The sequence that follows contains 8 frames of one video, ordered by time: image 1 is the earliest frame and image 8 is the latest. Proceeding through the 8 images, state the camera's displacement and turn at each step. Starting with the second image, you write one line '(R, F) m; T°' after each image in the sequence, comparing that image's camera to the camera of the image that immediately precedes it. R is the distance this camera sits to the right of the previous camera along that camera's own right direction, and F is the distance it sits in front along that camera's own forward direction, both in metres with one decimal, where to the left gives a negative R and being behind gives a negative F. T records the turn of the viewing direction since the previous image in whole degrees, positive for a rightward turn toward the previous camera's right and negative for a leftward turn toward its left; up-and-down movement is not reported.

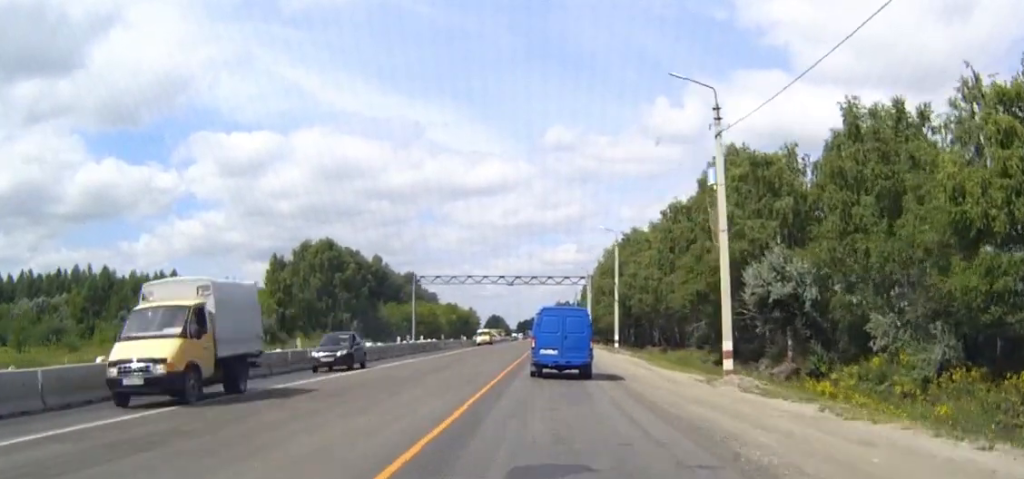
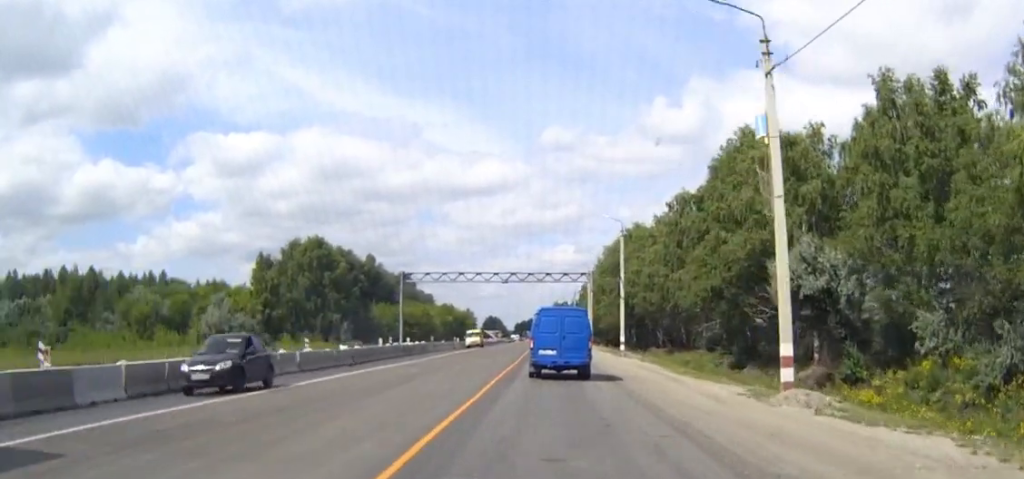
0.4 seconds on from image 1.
(0.0, +6.3) m; 0°
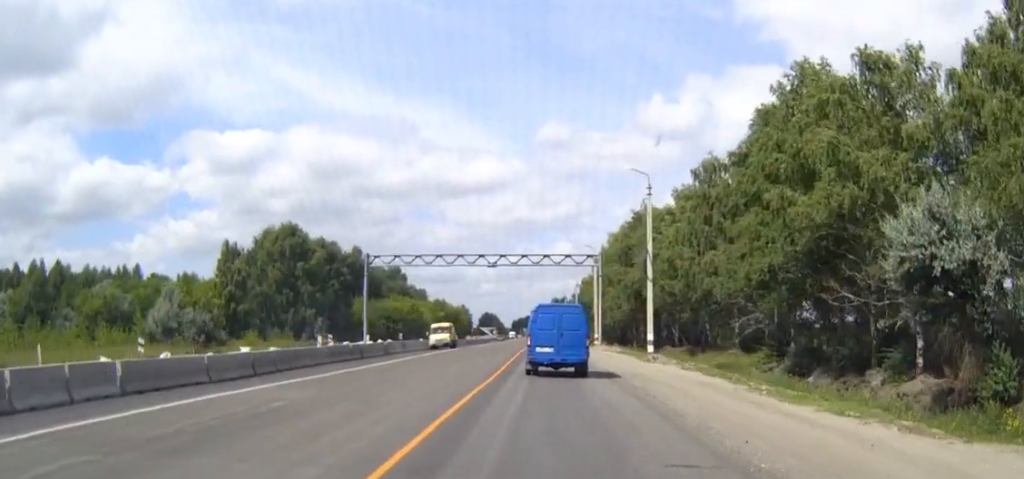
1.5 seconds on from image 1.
(+0.1, +15.6) m; 0°
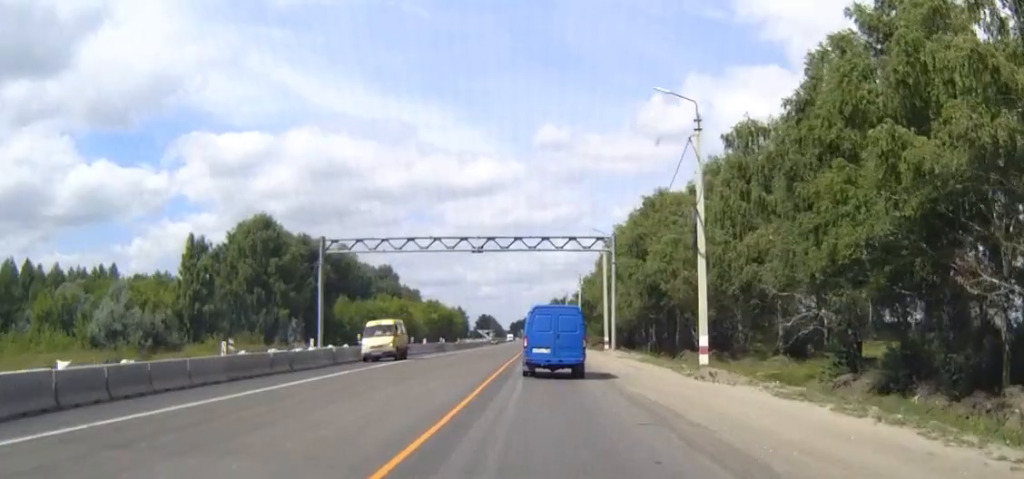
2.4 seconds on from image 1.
(0.0, +13.6) m; 0°
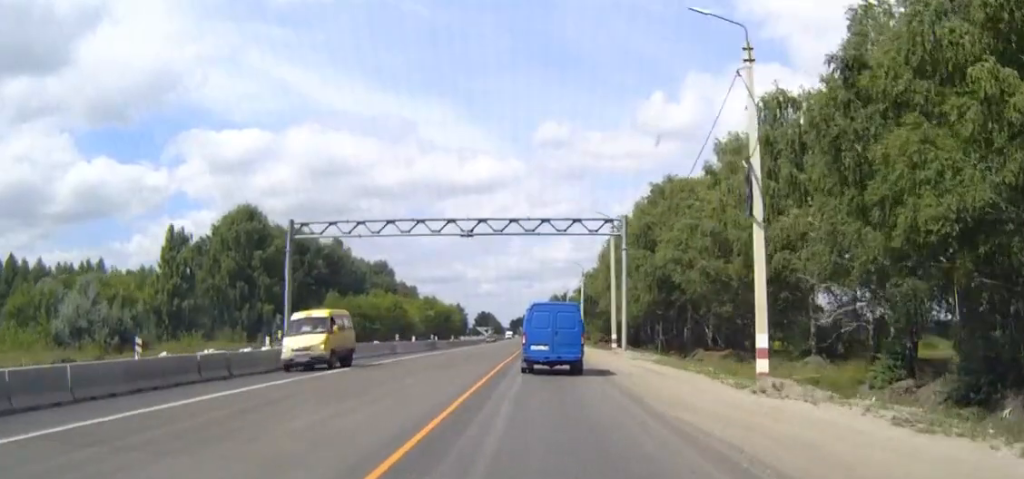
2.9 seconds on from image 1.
(0.0, +7.2) m; 0°
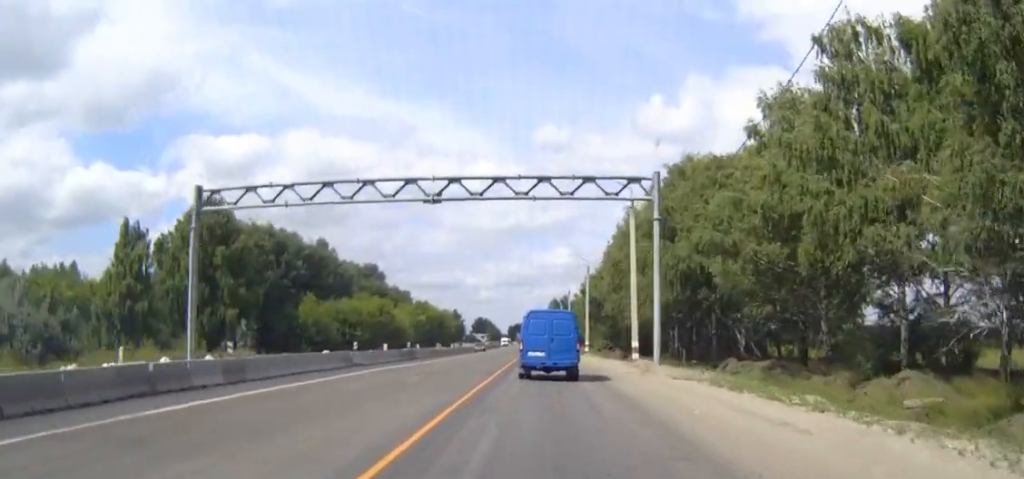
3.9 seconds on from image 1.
(+0.1, +13.7) m; 0°
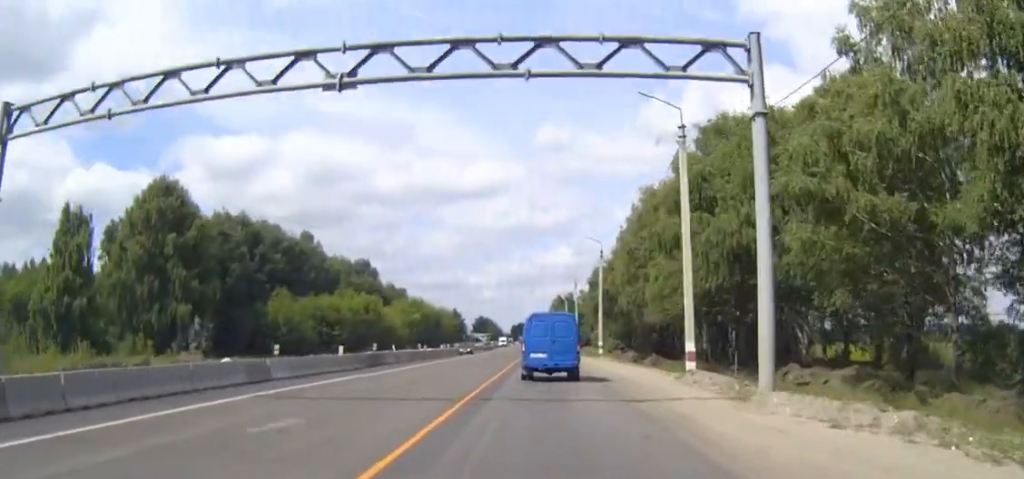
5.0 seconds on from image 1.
(0.0, +15.3) m; 0°
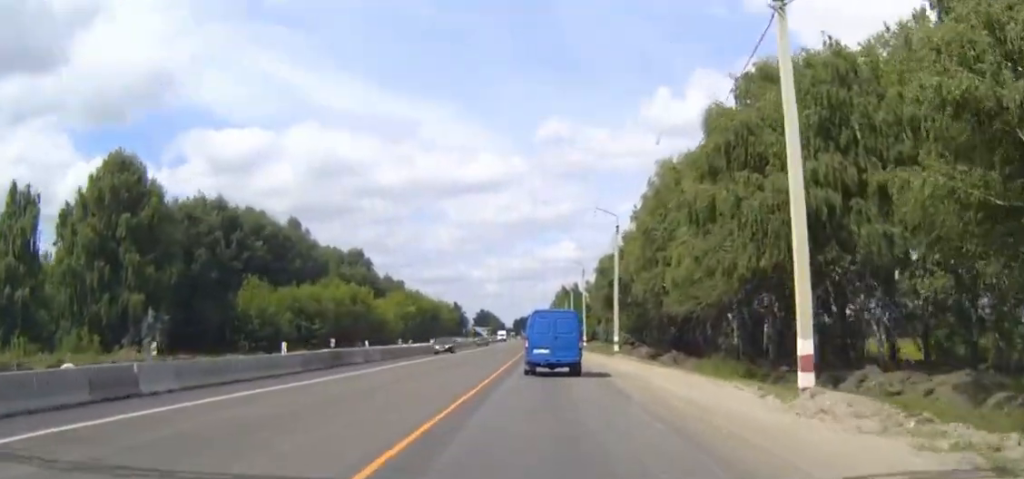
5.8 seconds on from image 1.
(0.0, +11.6) m; 0°
